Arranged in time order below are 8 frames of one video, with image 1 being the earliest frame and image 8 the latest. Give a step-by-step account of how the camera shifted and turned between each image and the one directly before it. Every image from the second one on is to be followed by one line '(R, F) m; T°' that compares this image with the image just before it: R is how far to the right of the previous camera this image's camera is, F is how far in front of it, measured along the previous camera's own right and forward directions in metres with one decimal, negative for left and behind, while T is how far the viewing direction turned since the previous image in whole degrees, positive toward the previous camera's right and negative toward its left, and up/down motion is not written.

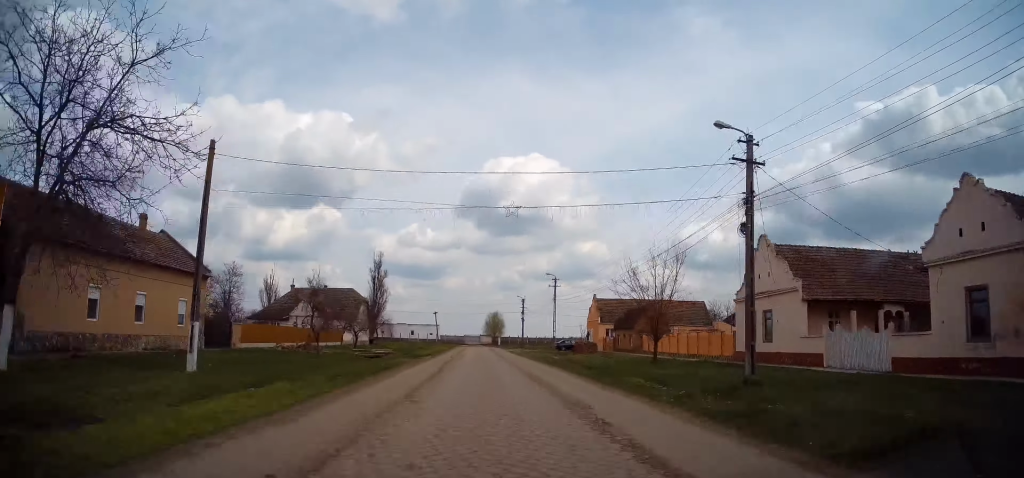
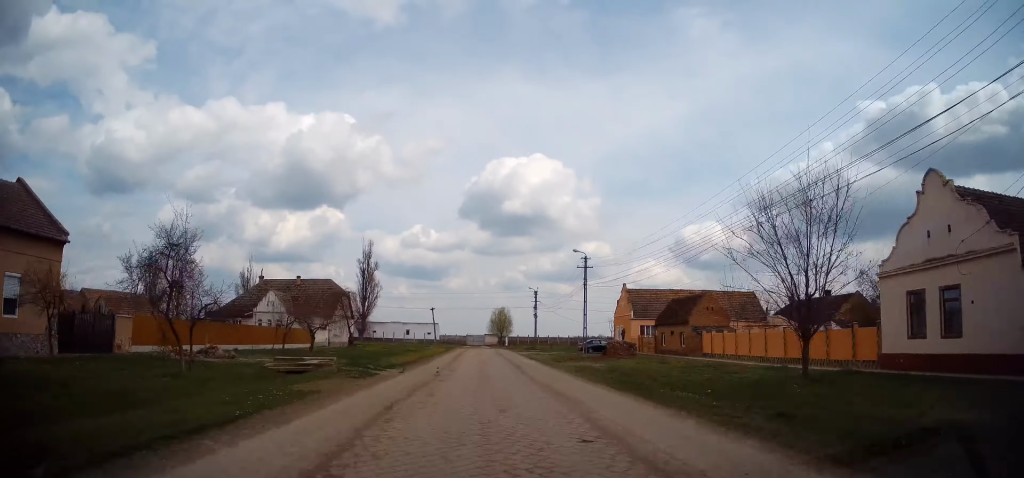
(+0.1, +14.7) m; 0°
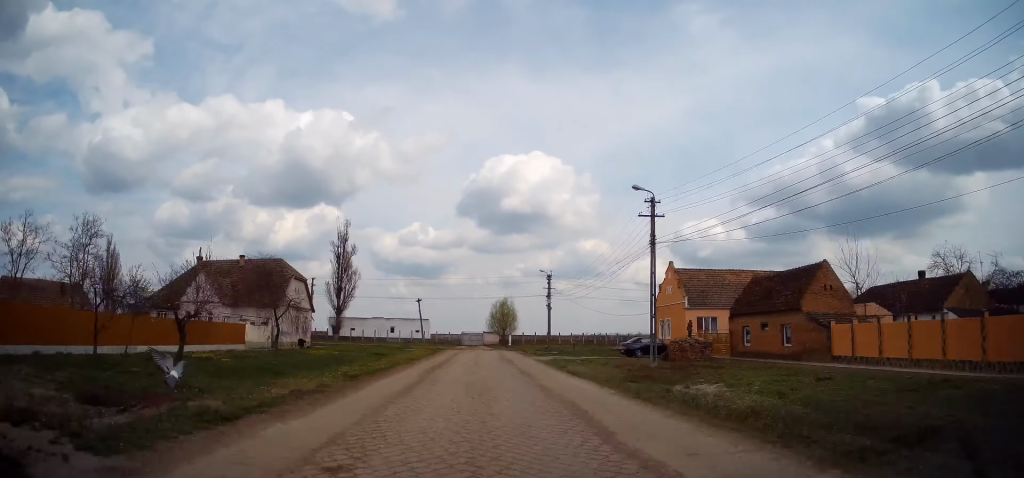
(-0.2, +17.2) m; -1°
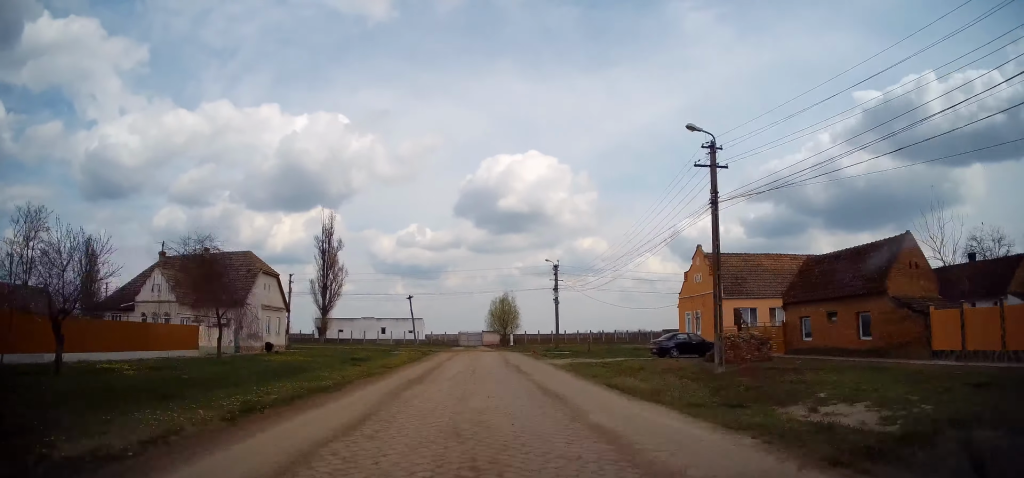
(-0.1, +7.5) m; 0°
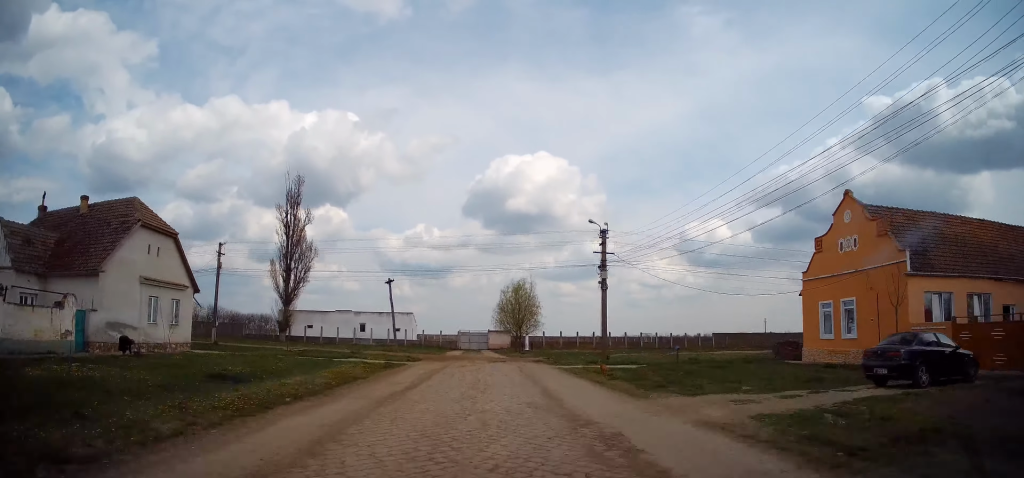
(+0.4, +18.8) m; +1°
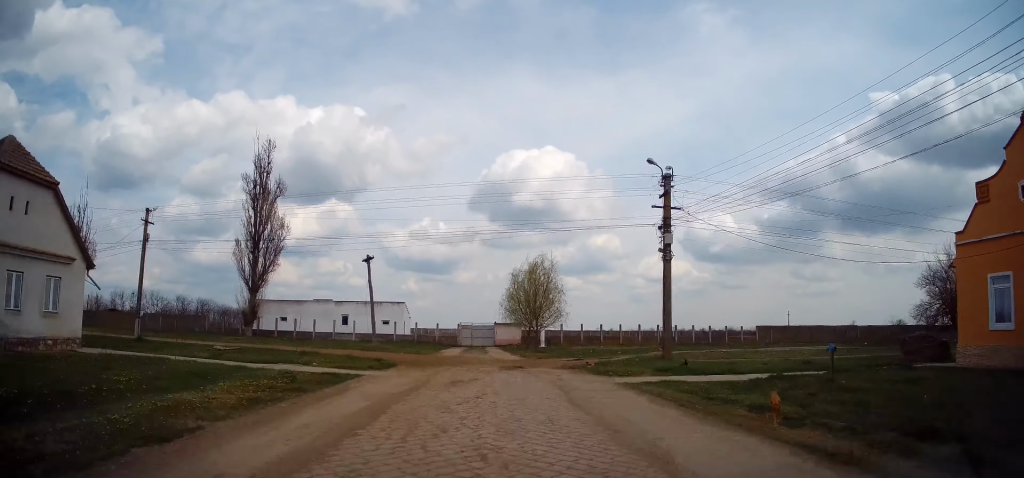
(-0.1, +11.4) m; -1°
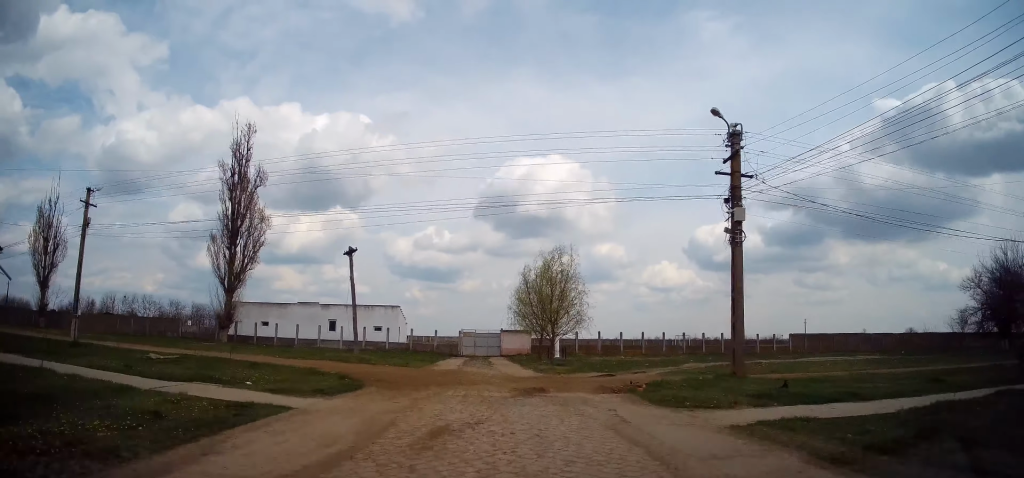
(-0.1, +6.5) m; -1°
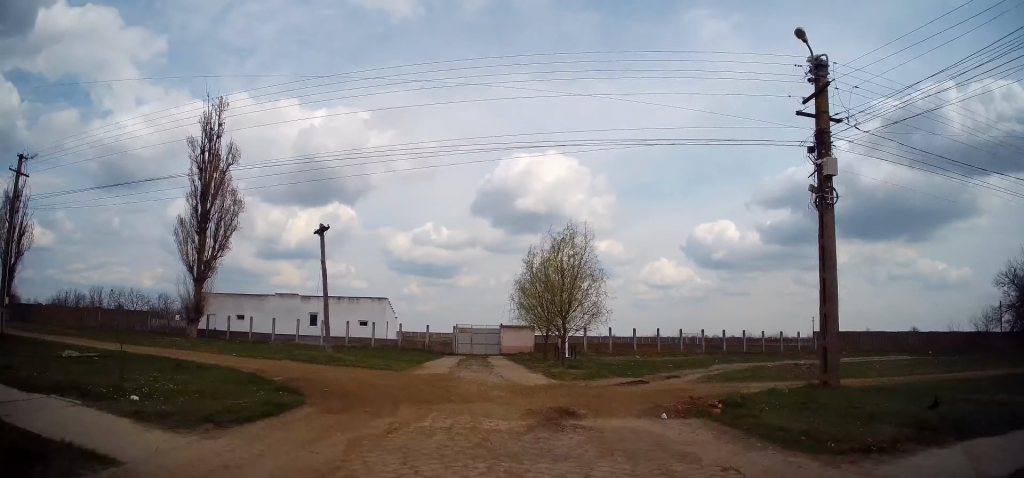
(-0.1, +5.2) m; +1°
